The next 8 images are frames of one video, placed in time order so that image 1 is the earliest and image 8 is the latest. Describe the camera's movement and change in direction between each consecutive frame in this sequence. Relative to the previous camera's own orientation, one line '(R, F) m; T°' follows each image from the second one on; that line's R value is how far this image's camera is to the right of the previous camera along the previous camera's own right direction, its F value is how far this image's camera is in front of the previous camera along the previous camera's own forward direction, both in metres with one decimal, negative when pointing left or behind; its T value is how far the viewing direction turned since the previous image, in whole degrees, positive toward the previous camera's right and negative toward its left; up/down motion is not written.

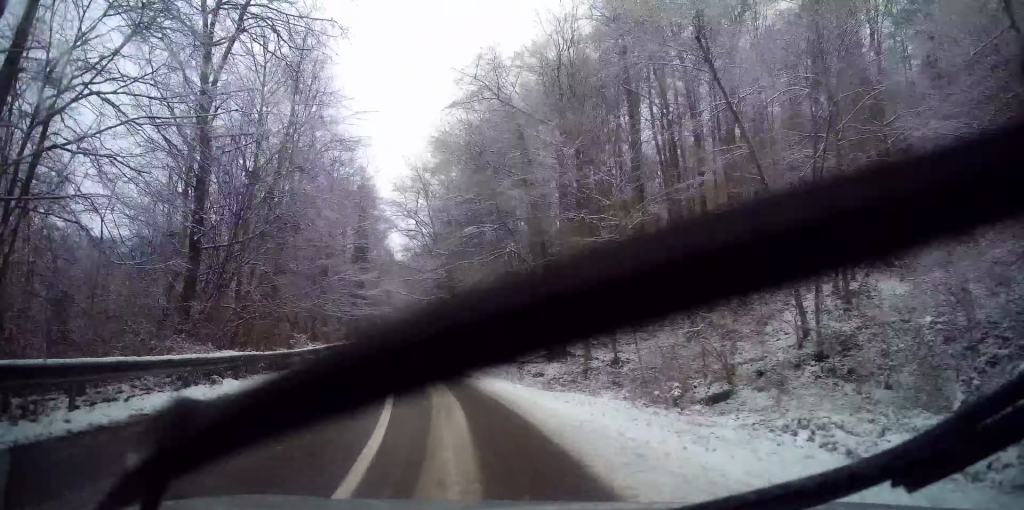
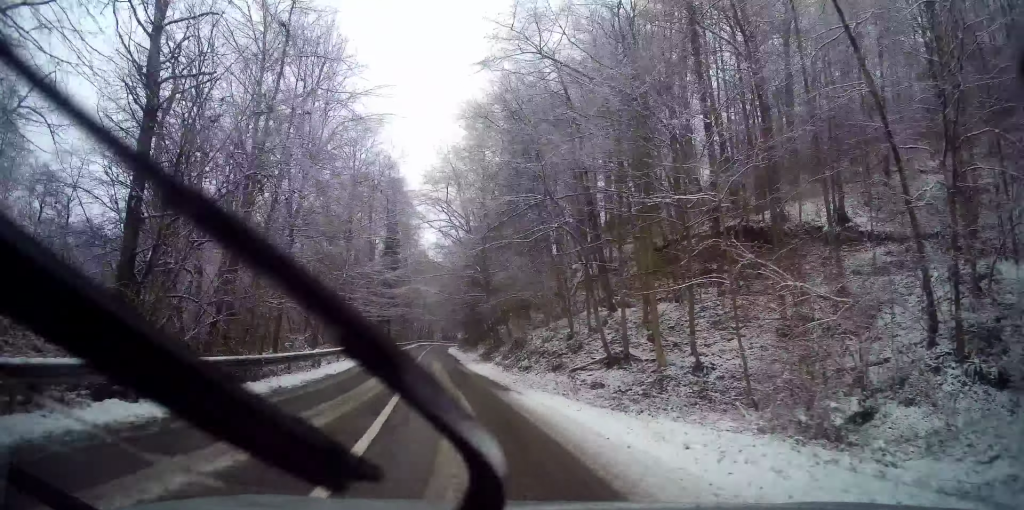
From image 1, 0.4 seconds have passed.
(-0.3, +5.8) m; -2°
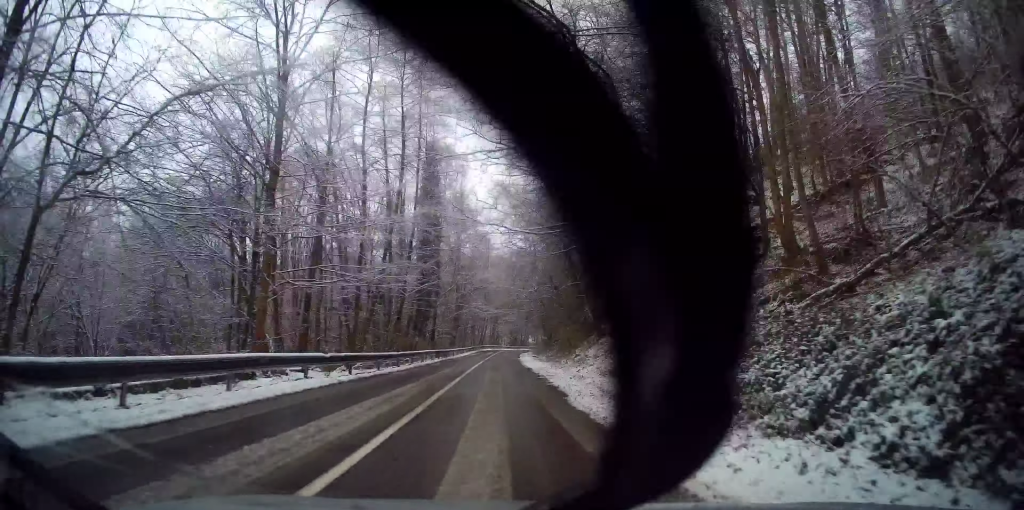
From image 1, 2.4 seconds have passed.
(-2.3, +28.9) m; -6°
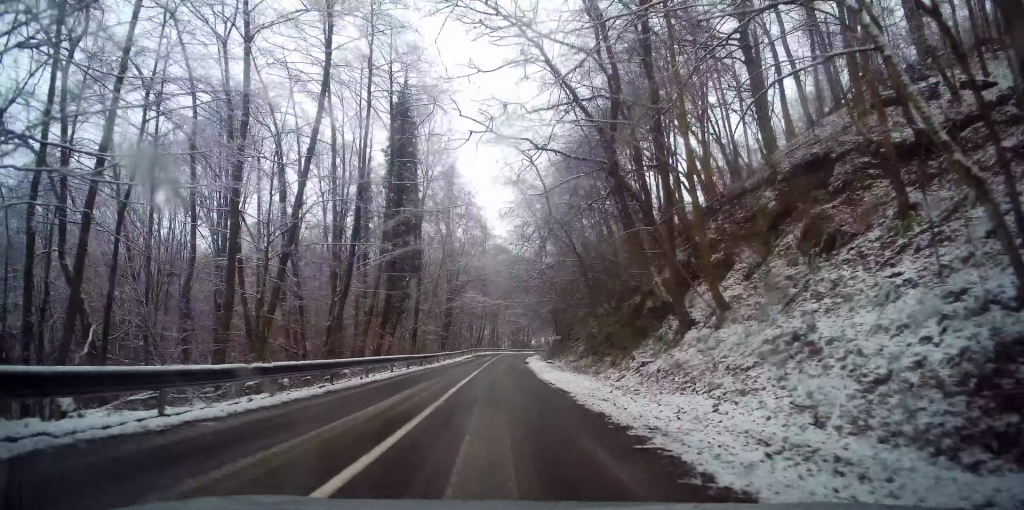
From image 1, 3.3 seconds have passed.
(0.0, +14.1) m; -1°
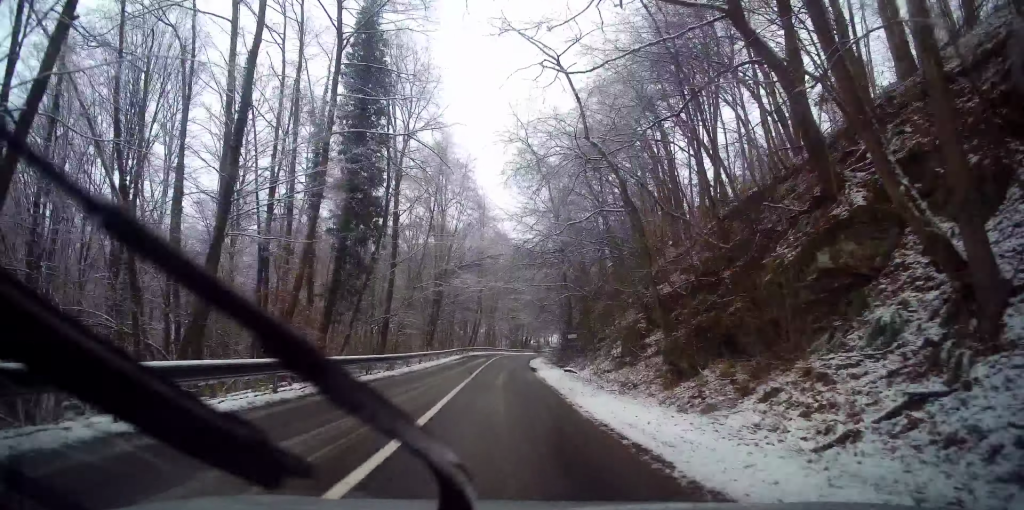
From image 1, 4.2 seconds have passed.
(-0.4, +12.0) m; 0°
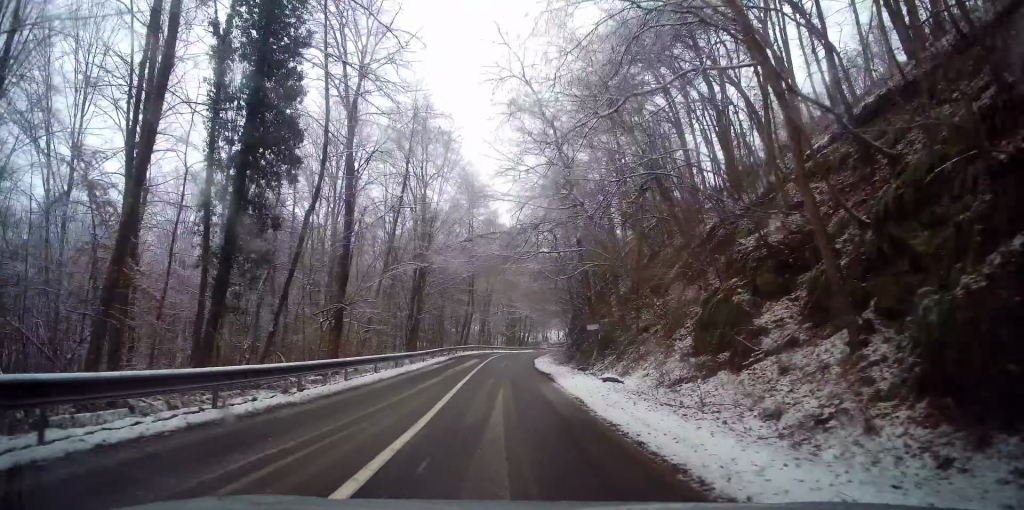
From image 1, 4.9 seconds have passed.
(+0.4, +10.4) m; +1°
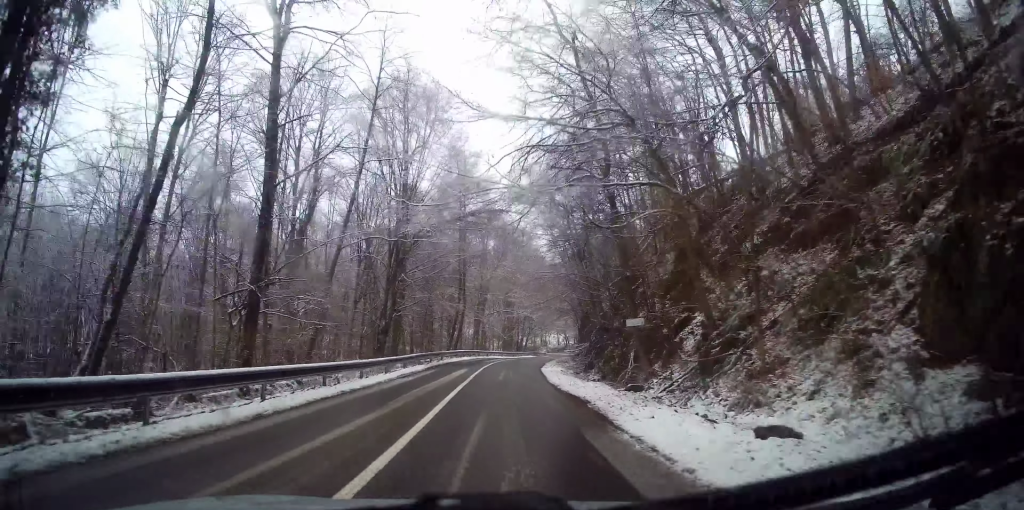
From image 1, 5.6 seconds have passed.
(-0.1, +9.8) m; -1°
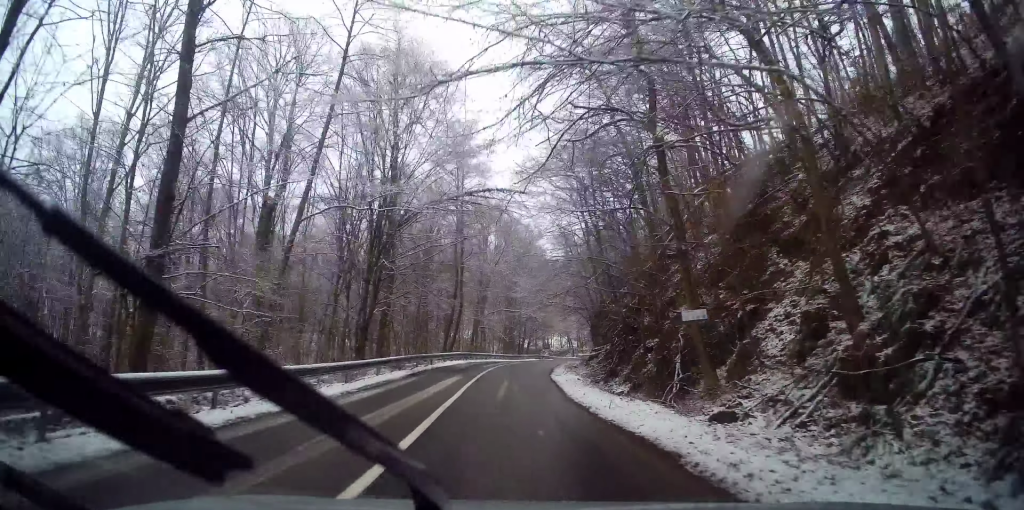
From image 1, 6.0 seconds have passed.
(-0.1, +6.1) m; -1°
